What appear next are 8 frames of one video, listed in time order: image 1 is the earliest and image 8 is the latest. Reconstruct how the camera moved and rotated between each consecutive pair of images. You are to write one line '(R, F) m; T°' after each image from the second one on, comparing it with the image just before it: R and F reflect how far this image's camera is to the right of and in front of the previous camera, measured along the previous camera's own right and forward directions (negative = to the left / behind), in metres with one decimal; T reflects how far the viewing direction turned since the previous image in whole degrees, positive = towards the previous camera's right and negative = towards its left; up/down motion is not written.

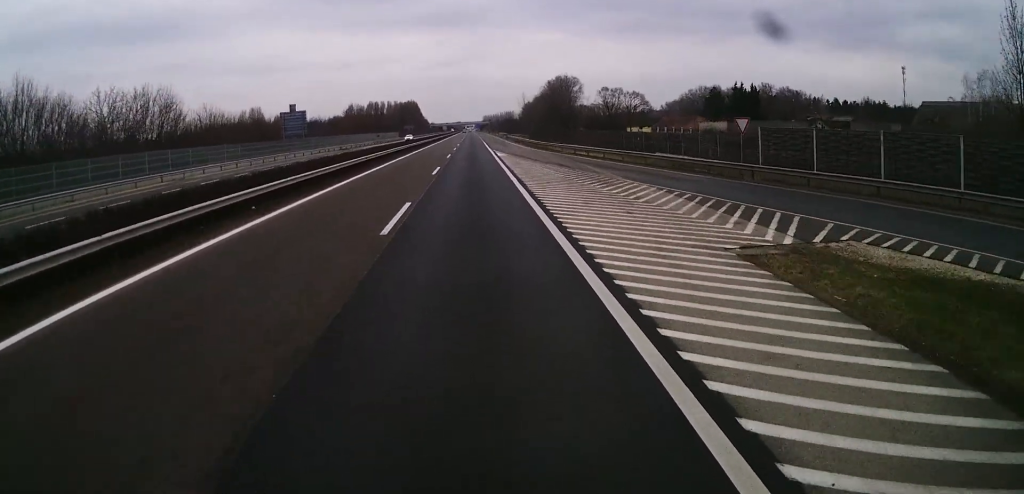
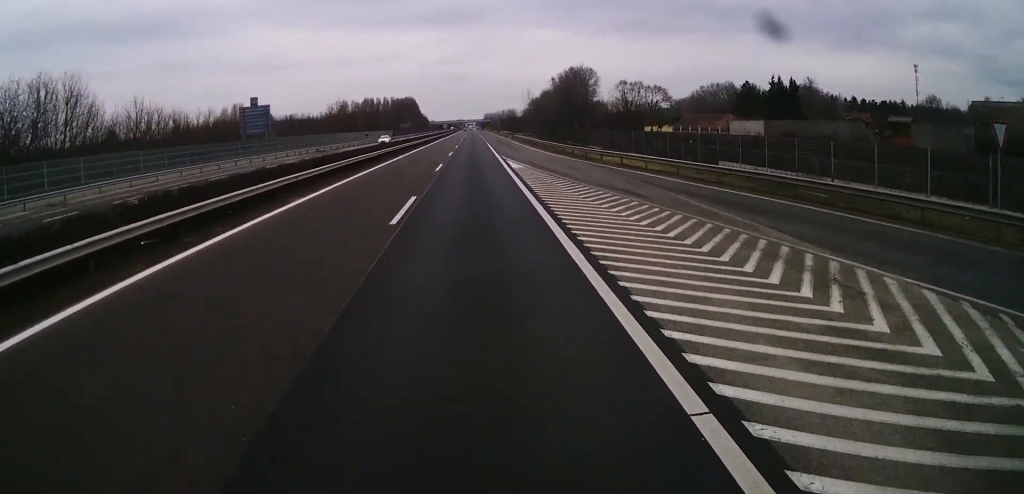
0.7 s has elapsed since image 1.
(0.0, +16.9) m; 0°
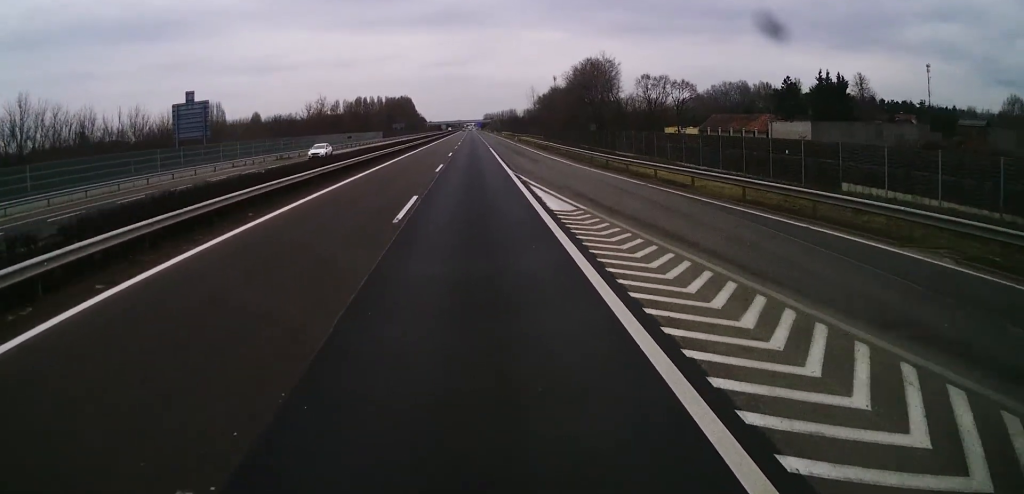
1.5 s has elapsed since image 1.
(0.0, +17.7) m; 0°
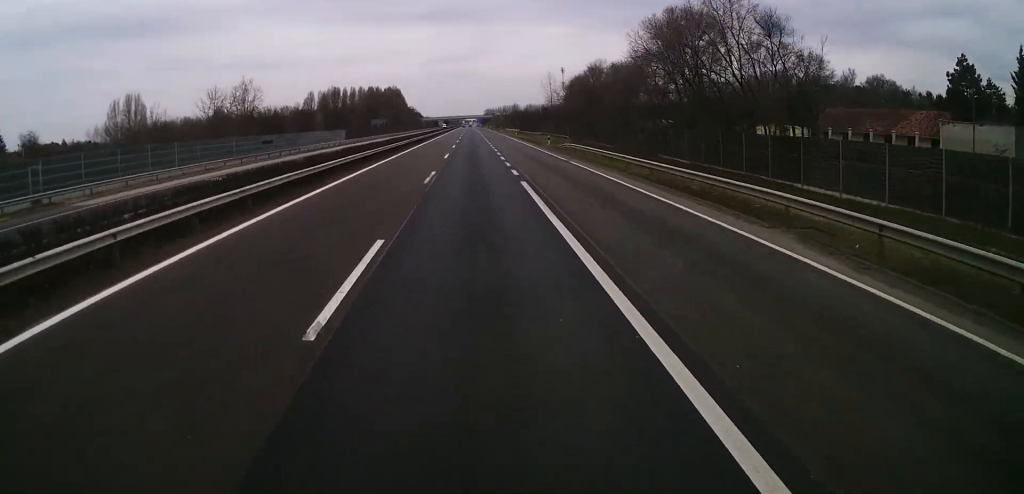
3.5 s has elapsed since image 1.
(-0.2, +45.5) m; -1°
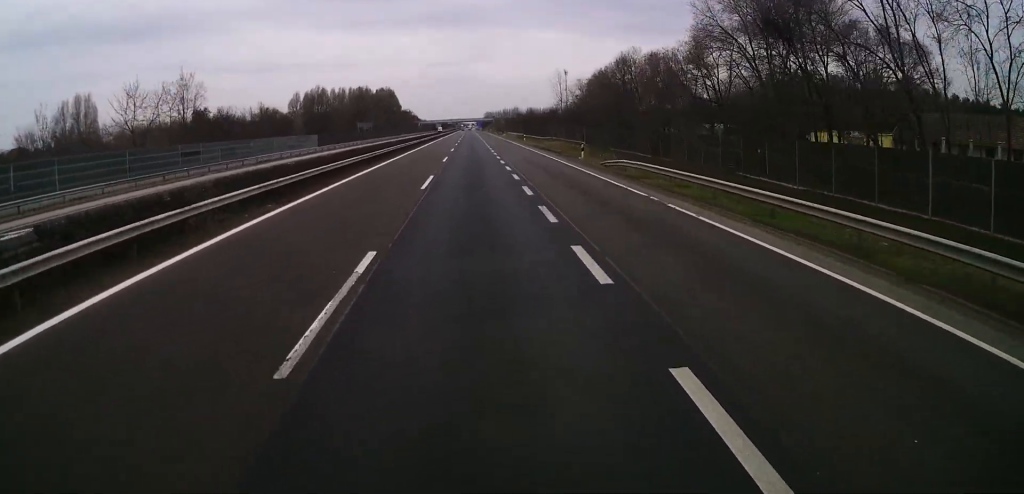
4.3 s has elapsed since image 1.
(-0.2, +19.2) m; 0°
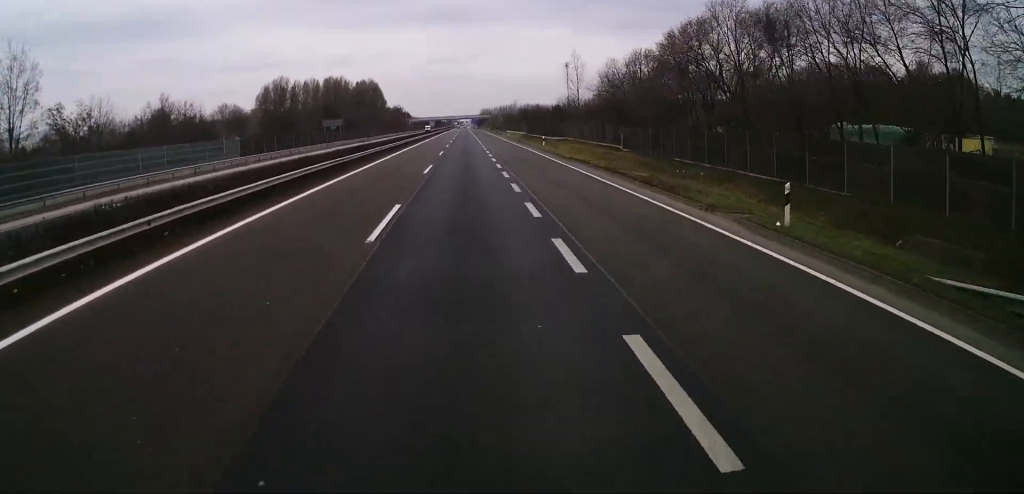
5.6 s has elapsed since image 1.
(+0.3, +29.2) m; +1°
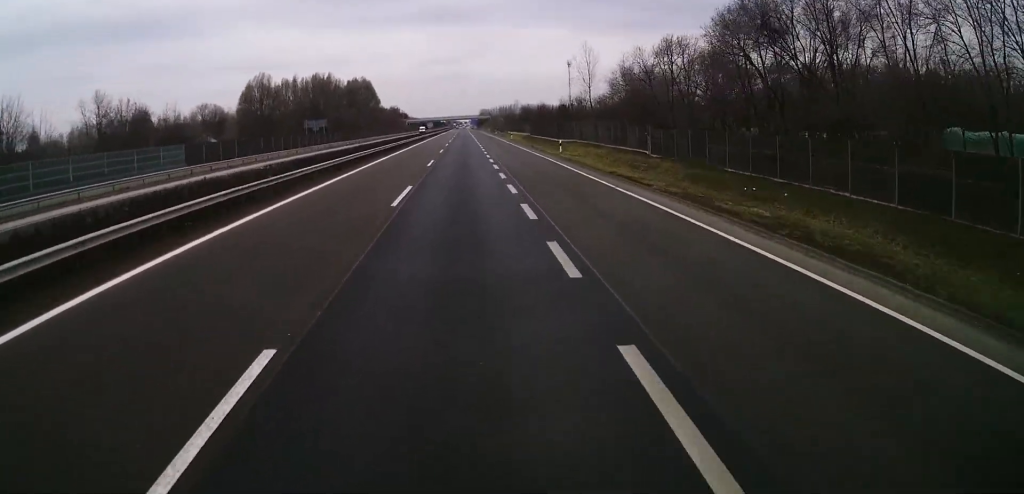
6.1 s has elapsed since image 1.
(0.0, +12.4) m; 0°
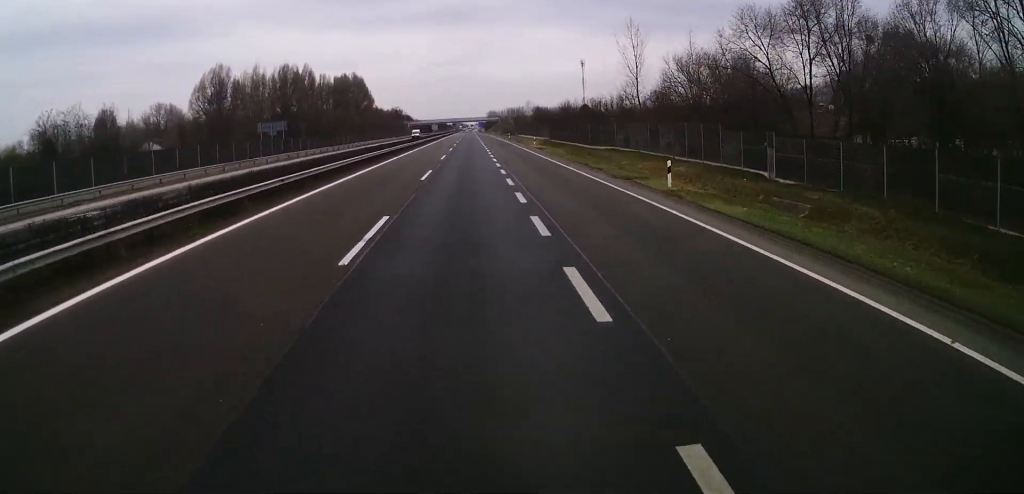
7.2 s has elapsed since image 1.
(+0.1, +26.2) m; +1°
